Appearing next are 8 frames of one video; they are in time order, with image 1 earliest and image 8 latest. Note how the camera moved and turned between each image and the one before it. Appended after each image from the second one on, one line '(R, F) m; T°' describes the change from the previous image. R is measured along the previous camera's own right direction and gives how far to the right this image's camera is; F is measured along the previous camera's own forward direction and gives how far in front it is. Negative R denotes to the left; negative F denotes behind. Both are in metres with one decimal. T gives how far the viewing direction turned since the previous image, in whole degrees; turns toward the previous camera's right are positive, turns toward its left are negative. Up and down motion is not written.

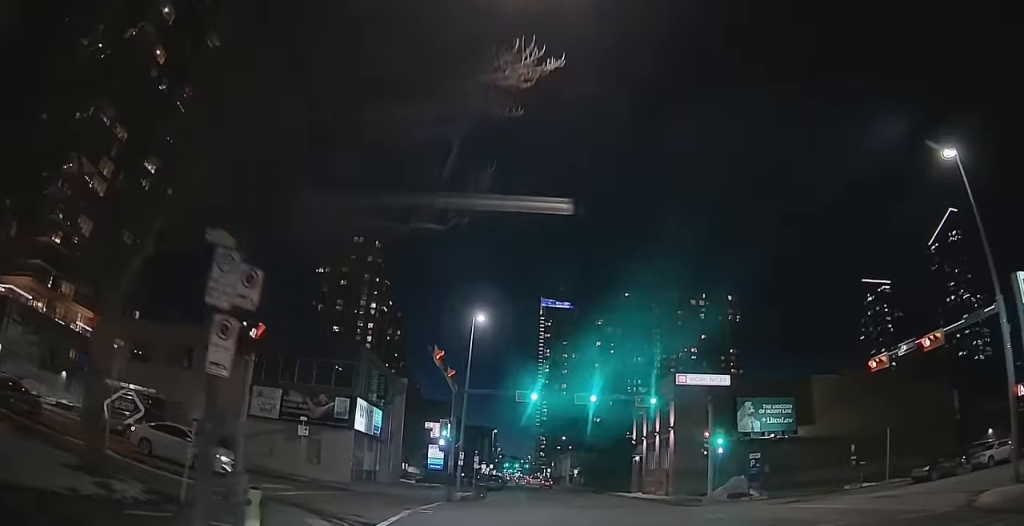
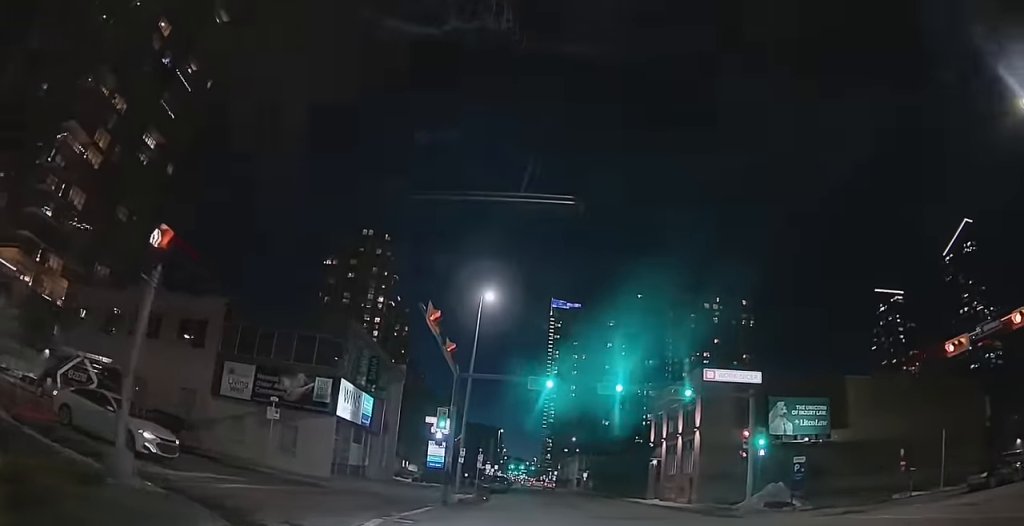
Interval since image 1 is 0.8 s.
(+0.1, +5.6) m; +1°
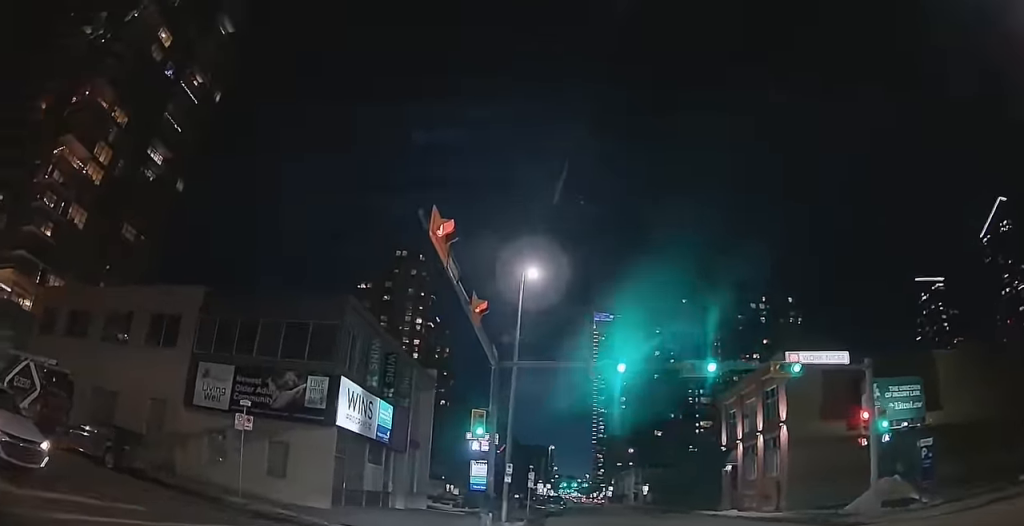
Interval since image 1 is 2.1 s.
(0.0, +8.7) m; -3°
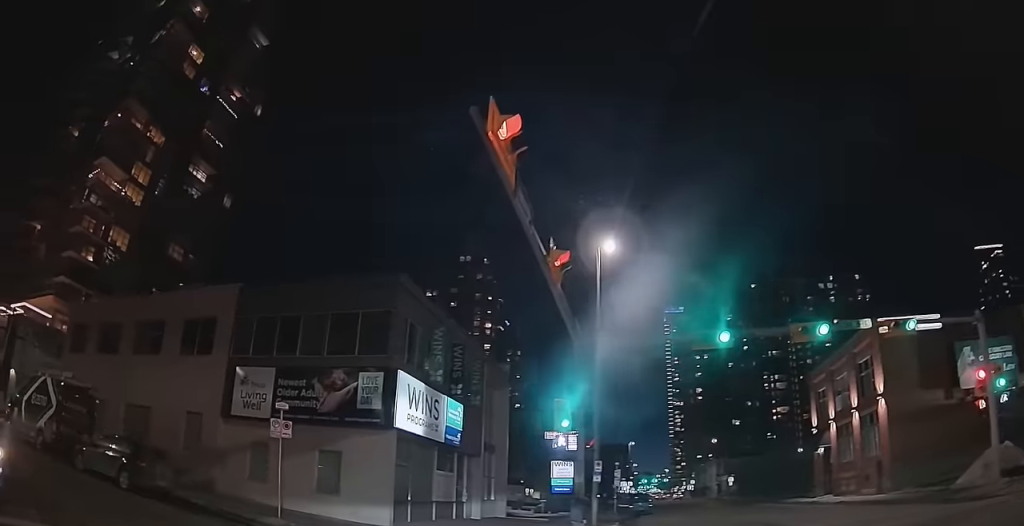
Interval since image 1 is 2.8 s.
(-0.2, +3.7) m; -3°
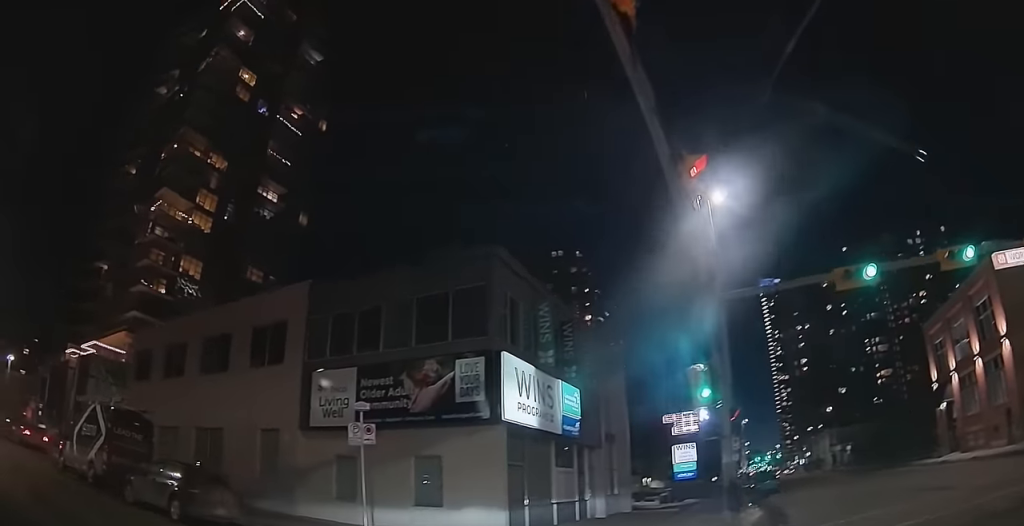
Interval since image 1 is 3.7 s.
(-0.1, +3.8) m; -5°
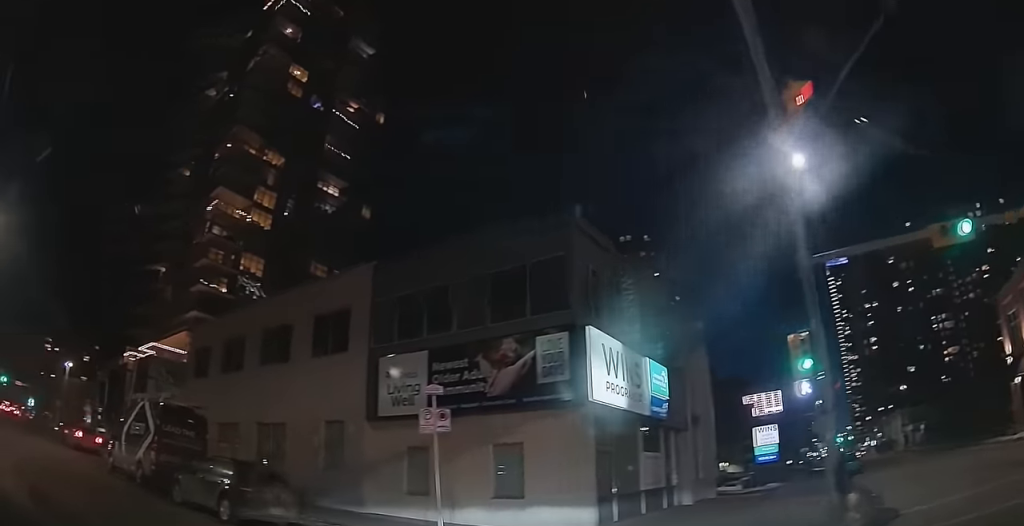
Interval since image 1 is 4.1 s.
(+0.1, +1.7) m; -3°
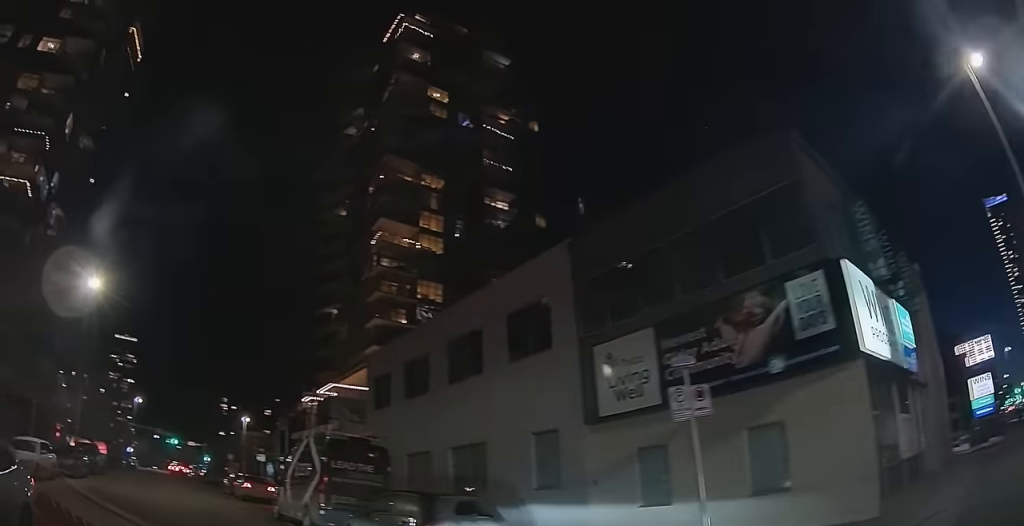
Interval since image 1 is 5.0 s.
(-0.4, +3.3) m; -22°
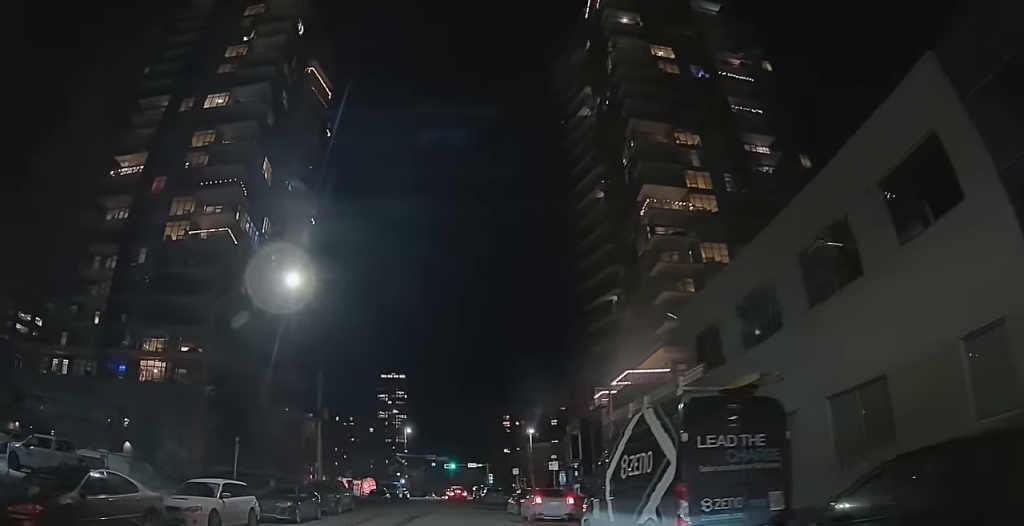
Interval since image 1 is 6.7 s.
(-1.7, +4.4) m; -28°
